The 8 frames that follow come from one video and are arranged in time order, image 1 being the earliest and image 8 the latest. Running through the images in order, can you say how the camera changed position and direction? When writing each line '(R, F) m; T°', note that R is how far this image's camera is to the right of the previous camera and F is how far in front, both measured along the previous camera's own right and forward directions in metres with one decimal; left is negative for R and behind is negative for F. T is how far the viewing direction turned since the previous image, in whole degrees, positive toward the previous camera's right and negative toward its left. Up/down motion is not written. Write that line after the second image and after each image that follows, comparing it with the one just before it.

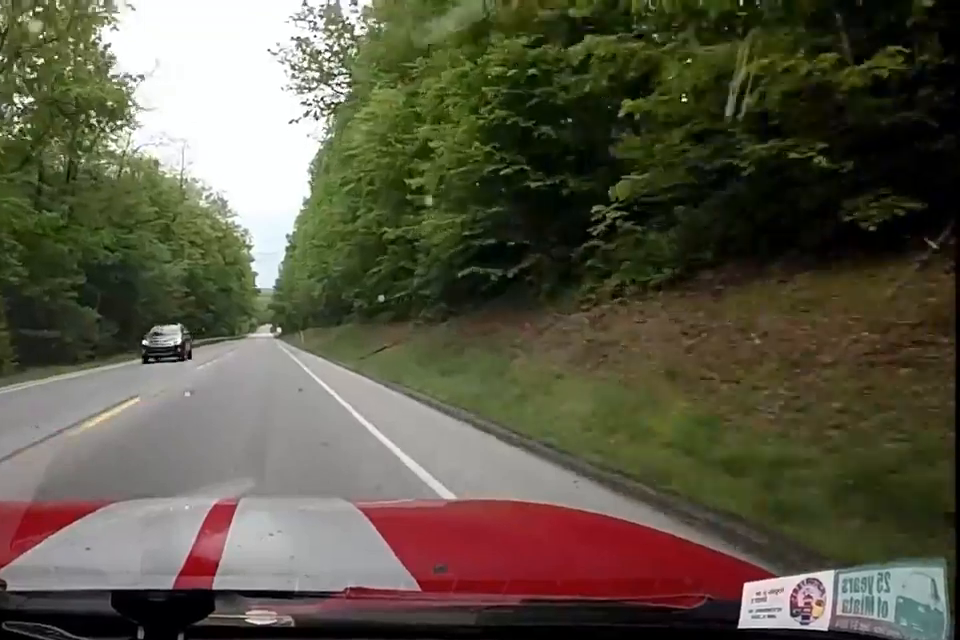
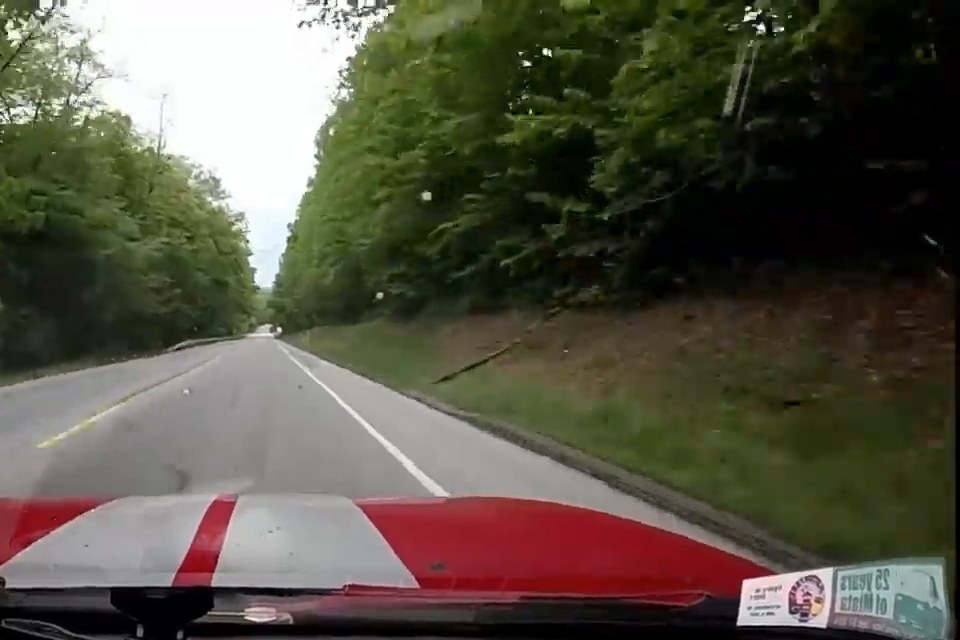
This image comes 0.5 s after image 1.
(-0.2, +12.9) m; -1°
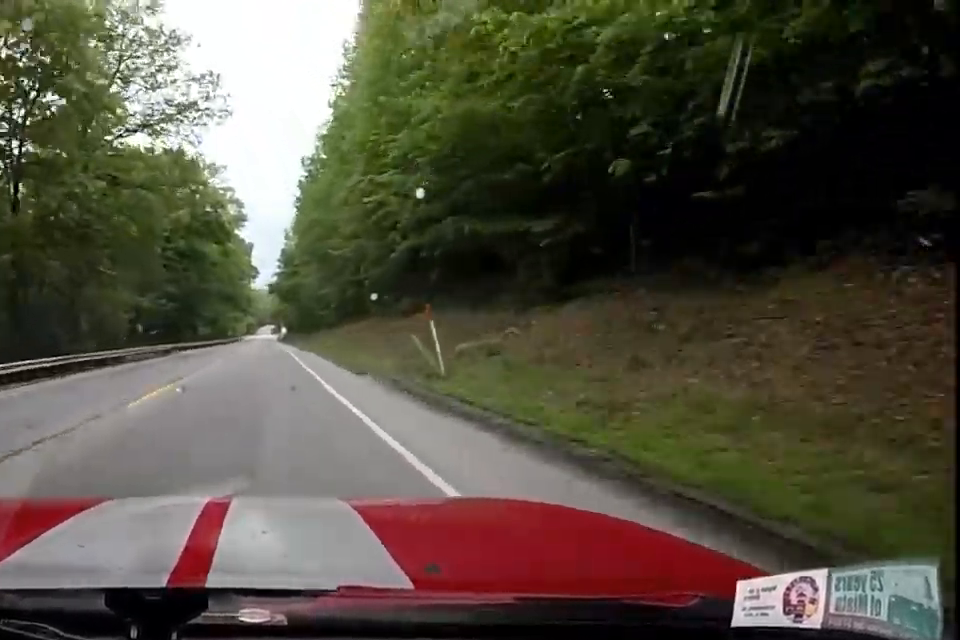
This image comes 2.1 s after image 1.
(-0.8, +45.6) m; -2°
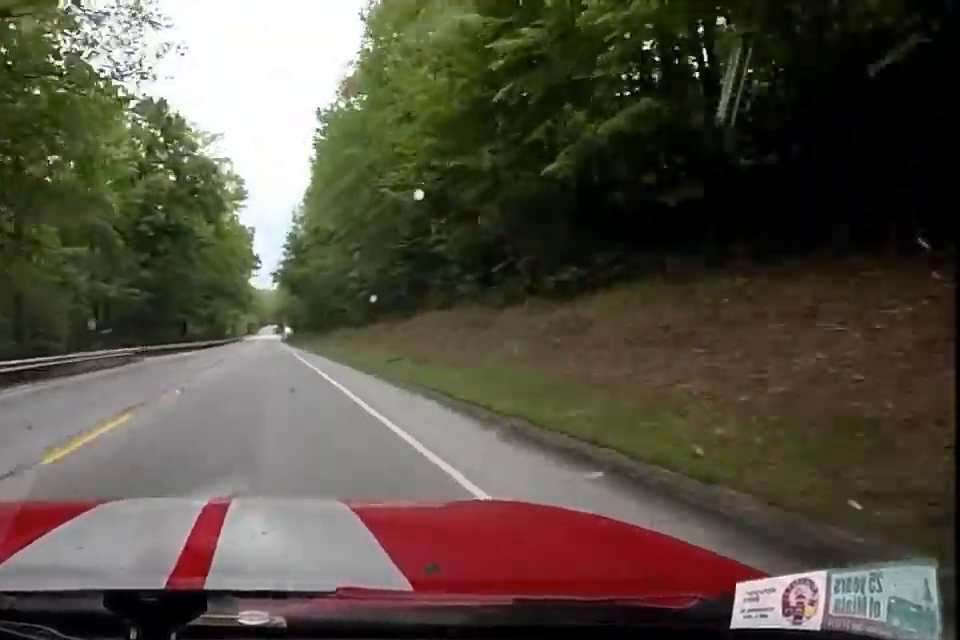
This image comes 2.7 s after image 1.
(-0.2, +16.8) m; -1°
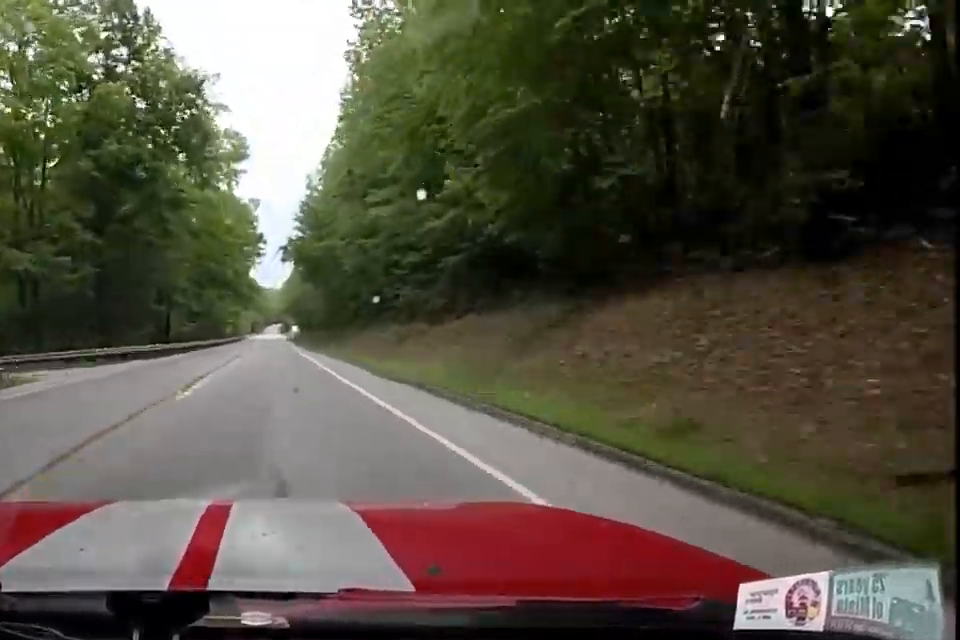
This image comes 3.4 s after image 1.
(0.0, +19.6) m; 0°
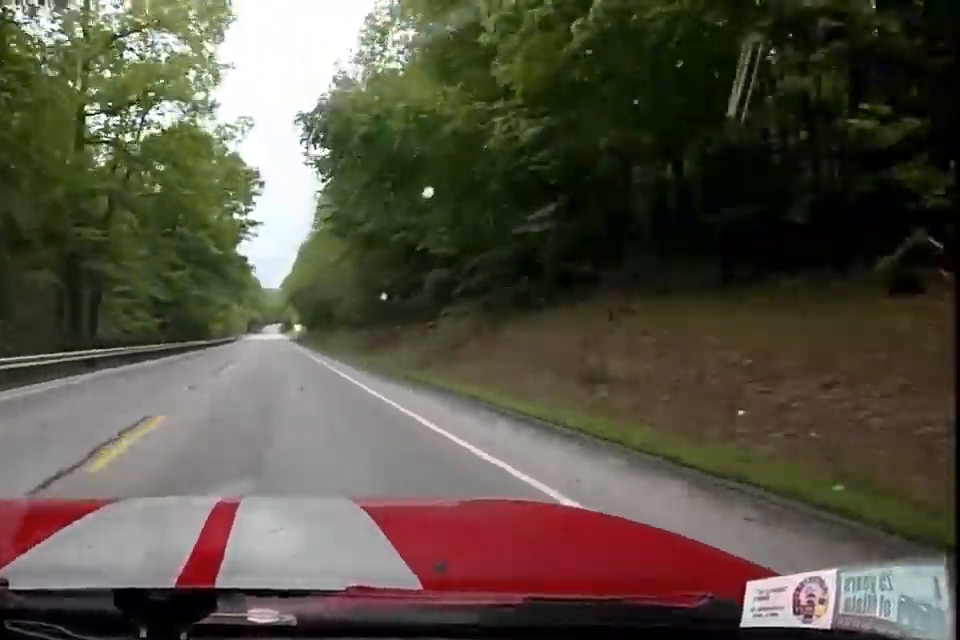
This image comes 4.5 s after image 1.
(0.0, +30.0) m; 0°
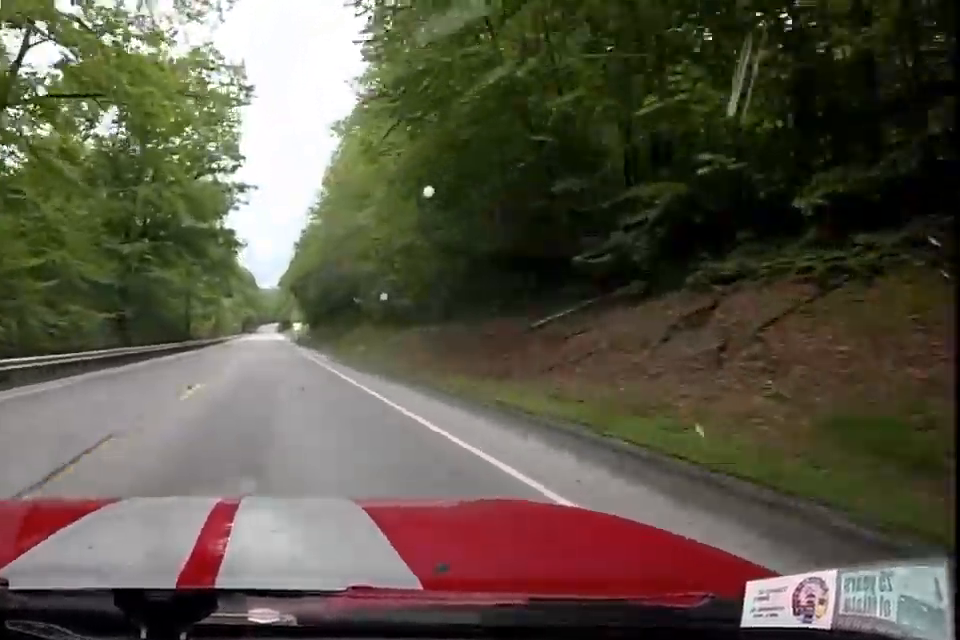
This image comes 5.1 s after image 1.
(0.0, +19.1) m; 0°
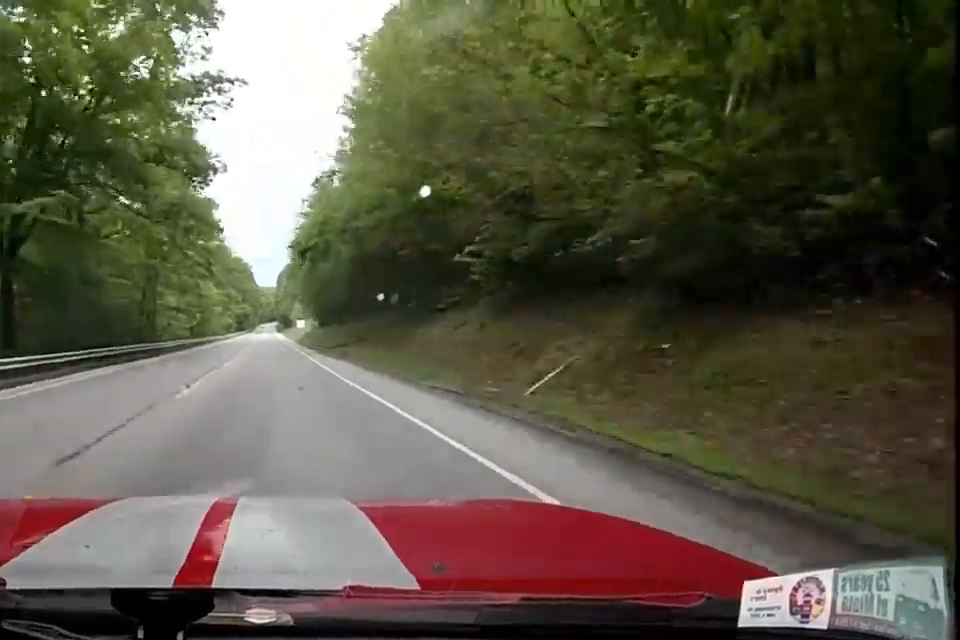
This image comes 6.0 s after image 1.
(0.0, +25.0) m; +1°
